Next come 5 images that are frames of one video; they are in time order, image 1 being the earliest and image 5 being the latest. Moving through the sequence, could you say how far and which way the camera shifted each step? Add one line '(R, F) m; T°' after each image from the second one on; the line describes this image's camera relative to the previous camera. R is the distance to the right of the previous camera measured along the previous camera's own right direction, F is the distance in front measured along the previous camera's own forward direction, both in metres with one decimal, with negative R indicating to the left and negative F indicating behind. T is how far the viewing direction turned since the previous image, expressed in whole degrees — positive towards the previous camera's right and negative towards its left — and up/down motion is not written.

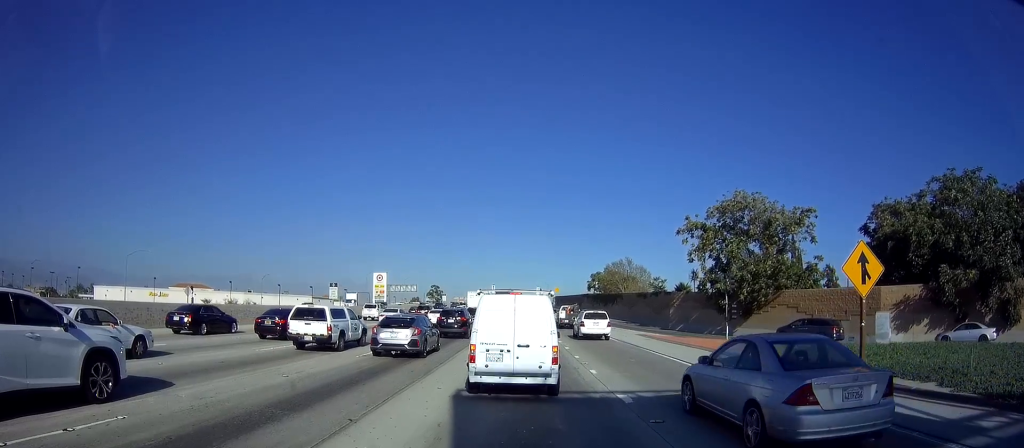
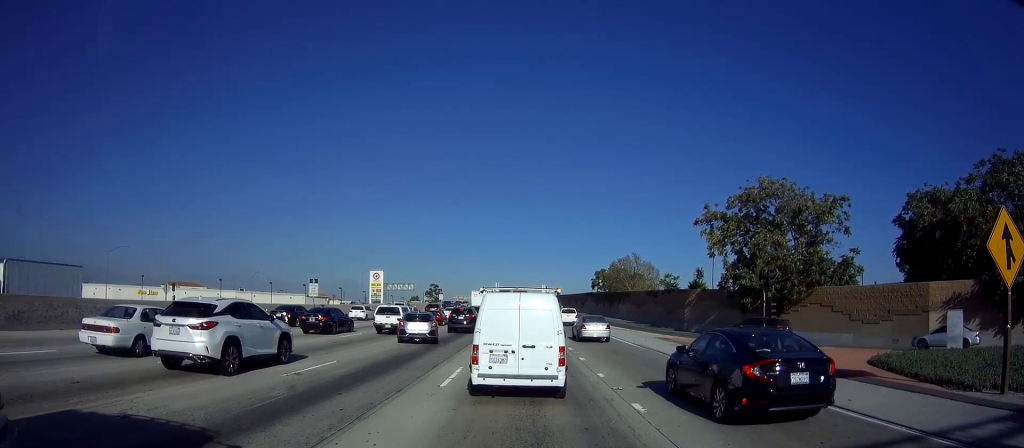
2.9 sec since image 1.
(+0.3, +4.3) m; -1°
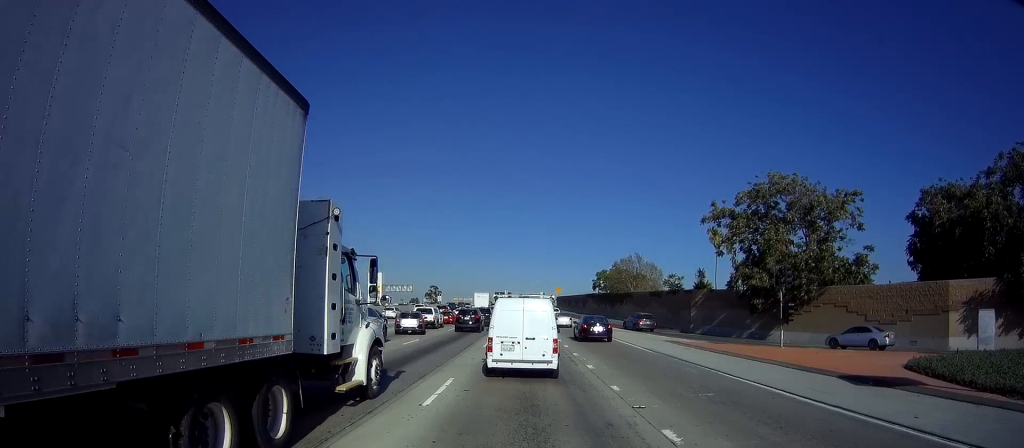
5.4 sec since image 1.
(+0.1, +3.7) m; +1°
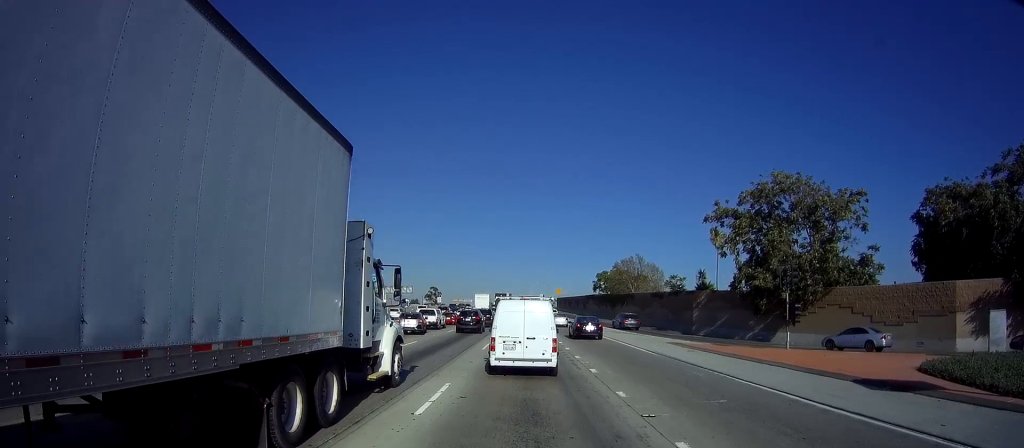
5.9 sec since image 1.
(+0.2, +1.3) m; +1°
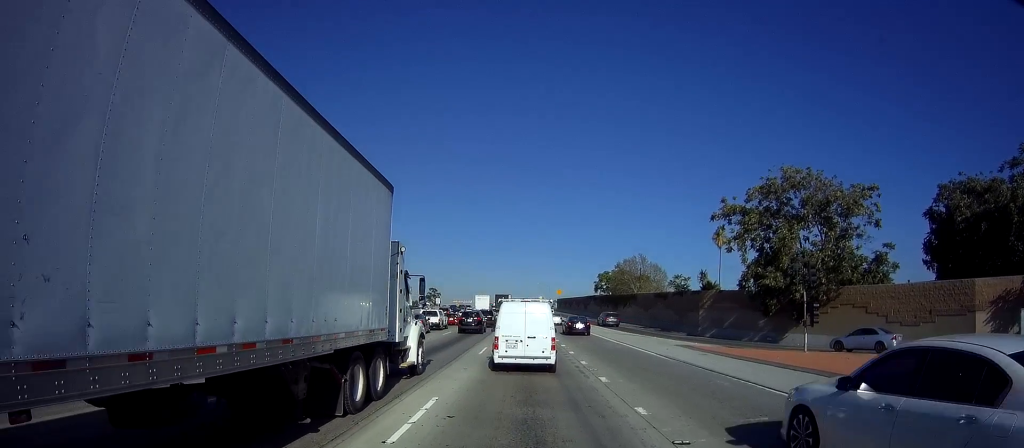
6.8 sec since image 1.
(0.0, +2.8) m; -3°
